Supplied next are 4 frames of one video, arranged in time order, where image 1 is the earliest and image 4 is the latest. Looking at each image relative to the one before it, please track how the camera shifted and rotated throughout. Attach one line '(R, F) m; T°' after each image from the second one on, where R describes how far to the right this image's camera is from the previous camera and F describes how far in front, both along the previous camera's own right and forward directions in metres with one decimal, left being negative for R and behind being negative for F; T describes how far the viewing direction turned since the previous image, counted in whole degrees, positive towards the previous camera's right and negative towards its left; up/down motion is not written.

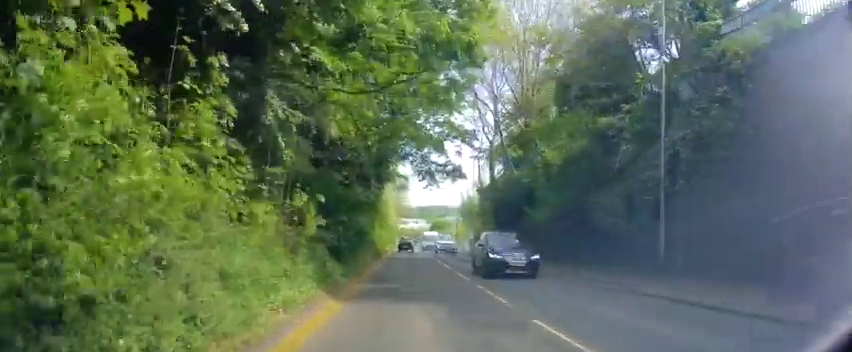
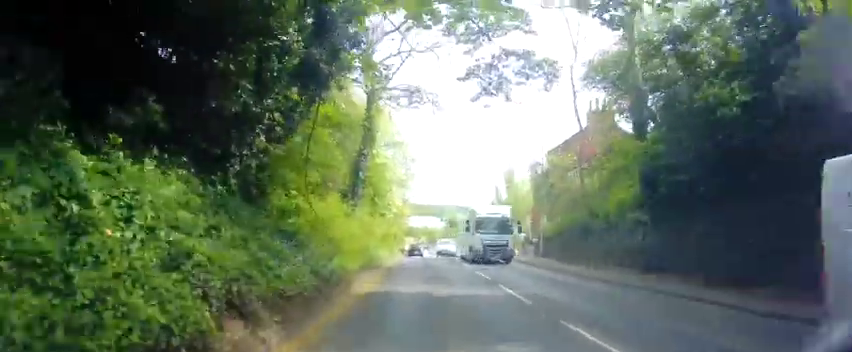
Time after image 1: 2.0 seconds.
(-1.0, +24.0) m; -3°
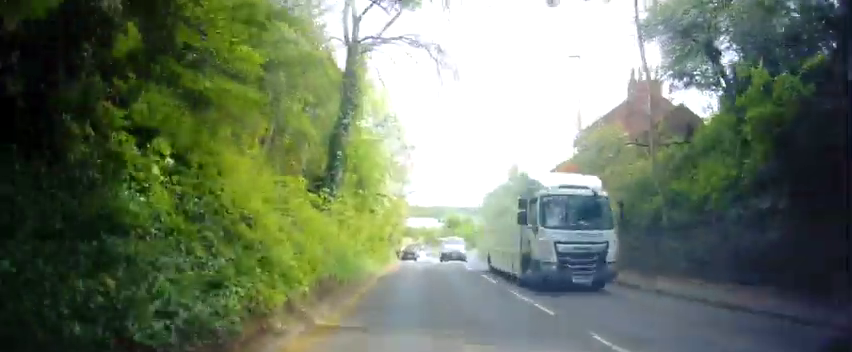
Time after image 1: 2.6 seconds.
(0.0, +7.1) m; 0°
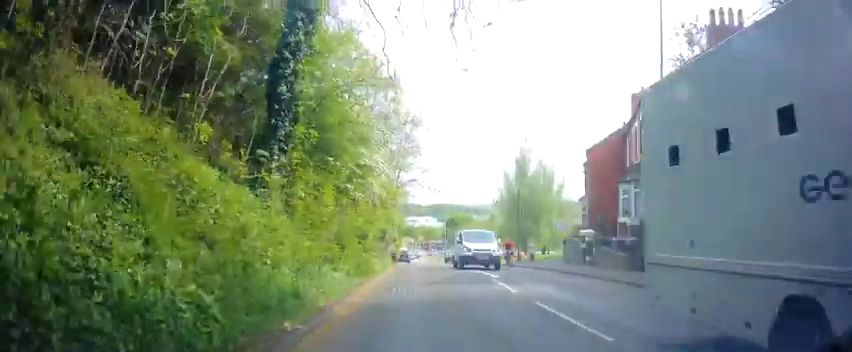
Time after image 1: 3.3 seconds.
(0.0, +8.1) m; +2°
